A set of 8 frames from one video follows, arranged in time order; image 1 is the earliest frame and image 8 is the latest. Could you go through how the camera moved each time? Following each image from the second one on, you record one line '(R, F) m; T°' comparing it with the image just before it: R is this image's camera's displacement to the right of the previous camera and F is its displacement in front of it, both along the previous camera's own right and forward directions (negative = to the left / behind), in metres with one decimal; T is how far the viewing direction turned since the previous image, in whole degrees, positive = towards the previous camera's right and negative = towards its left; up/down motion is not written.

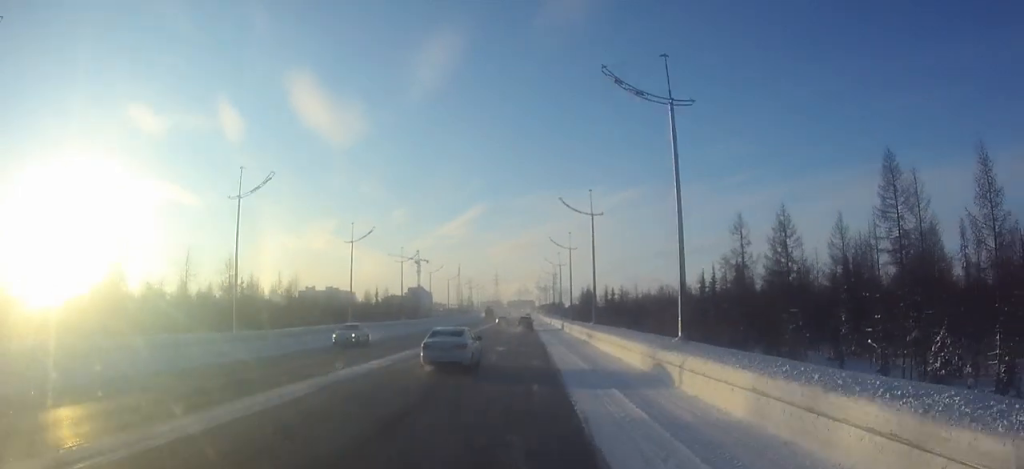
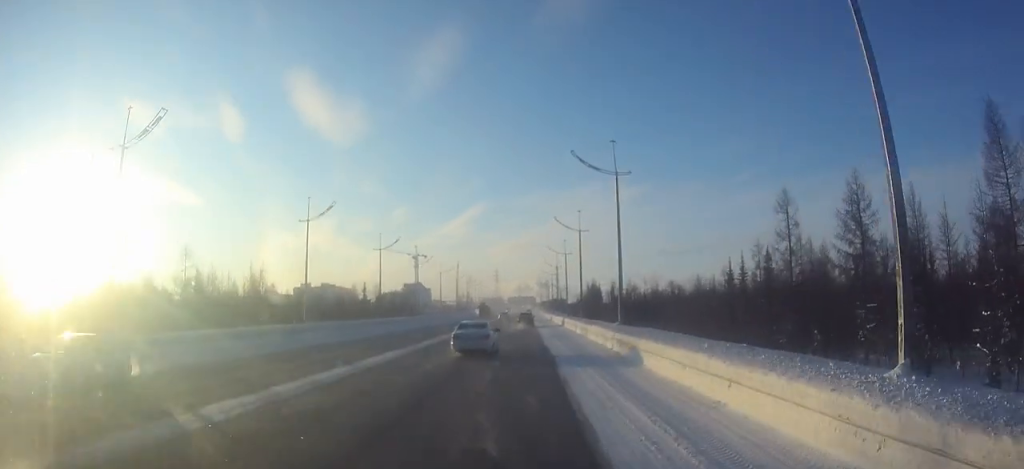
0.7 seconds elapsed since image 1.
(0.0, +12.8) m; 0°
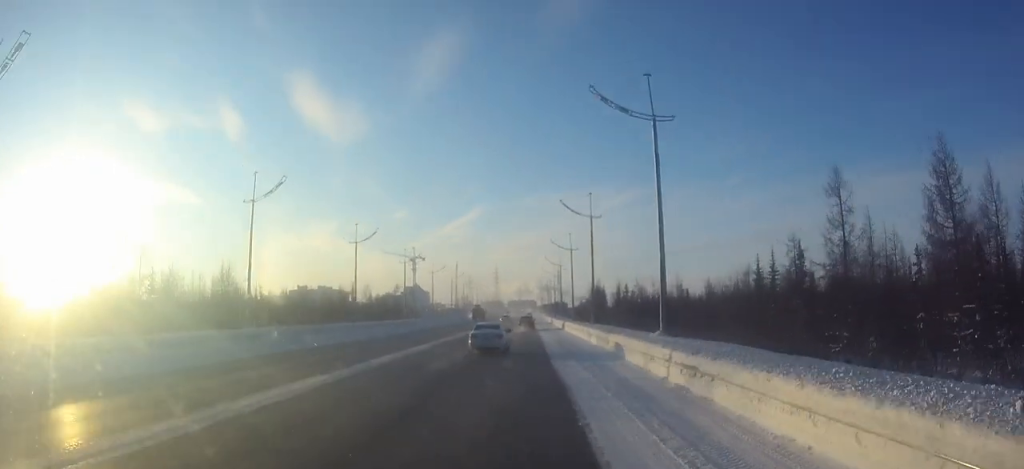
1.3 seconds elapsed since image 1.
(0.0, +10.5) m; 0°
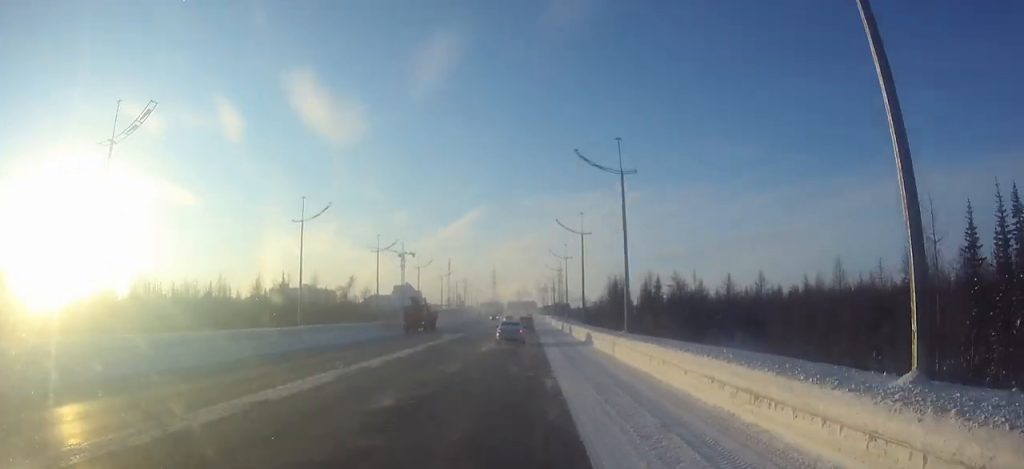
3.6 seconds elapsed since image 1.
(0.0, +40.1) m; 0°
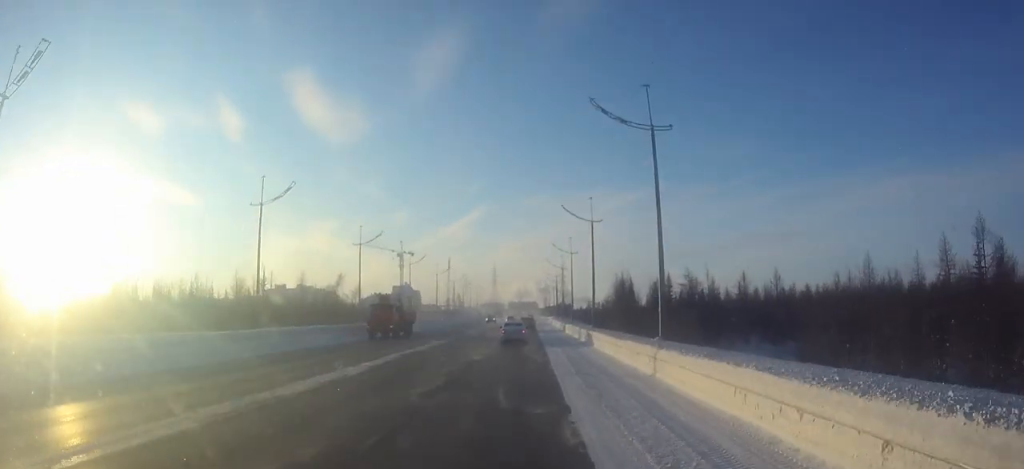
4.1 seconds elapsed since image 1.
(0.0, +8.0) m; 0°
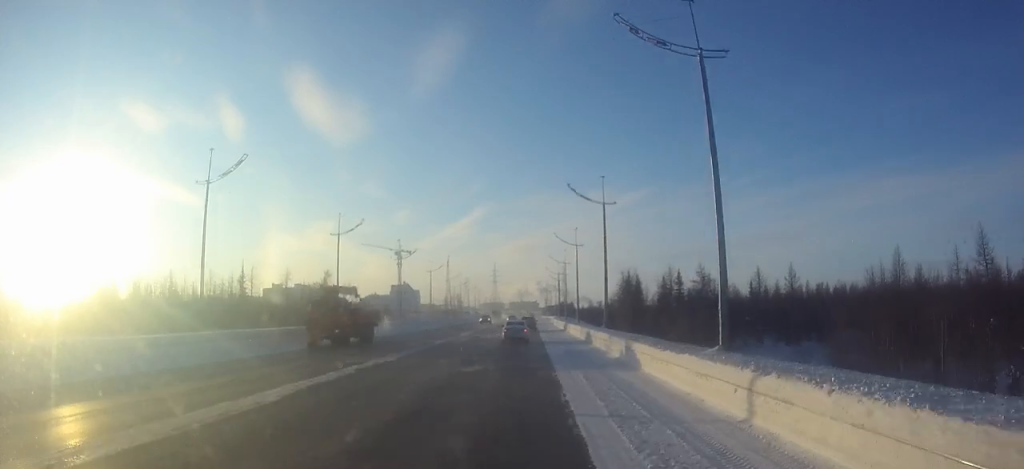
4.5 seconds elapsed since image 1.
(0.0, +7.5) m; 0°
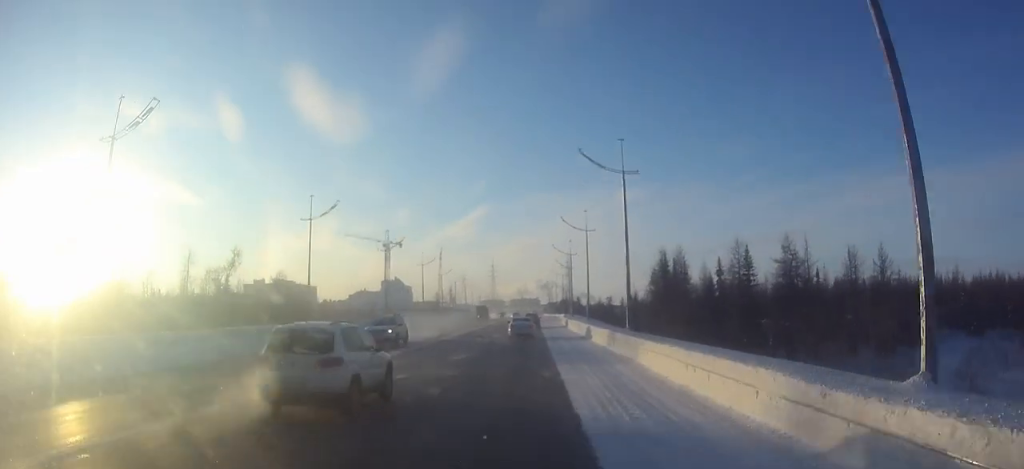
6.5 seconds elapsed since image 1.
(0.0, +33.3) m; 0°
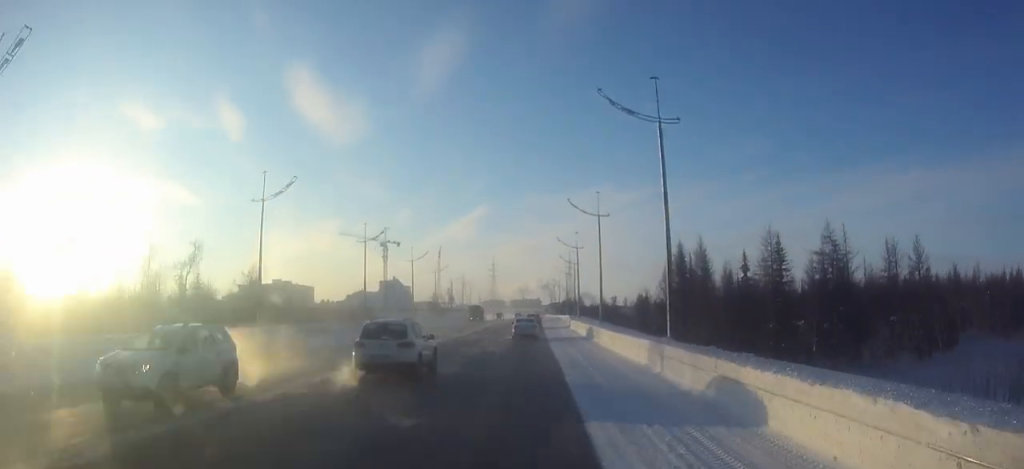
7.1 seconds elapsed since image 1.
(0.0, +9.4) m; 0°
